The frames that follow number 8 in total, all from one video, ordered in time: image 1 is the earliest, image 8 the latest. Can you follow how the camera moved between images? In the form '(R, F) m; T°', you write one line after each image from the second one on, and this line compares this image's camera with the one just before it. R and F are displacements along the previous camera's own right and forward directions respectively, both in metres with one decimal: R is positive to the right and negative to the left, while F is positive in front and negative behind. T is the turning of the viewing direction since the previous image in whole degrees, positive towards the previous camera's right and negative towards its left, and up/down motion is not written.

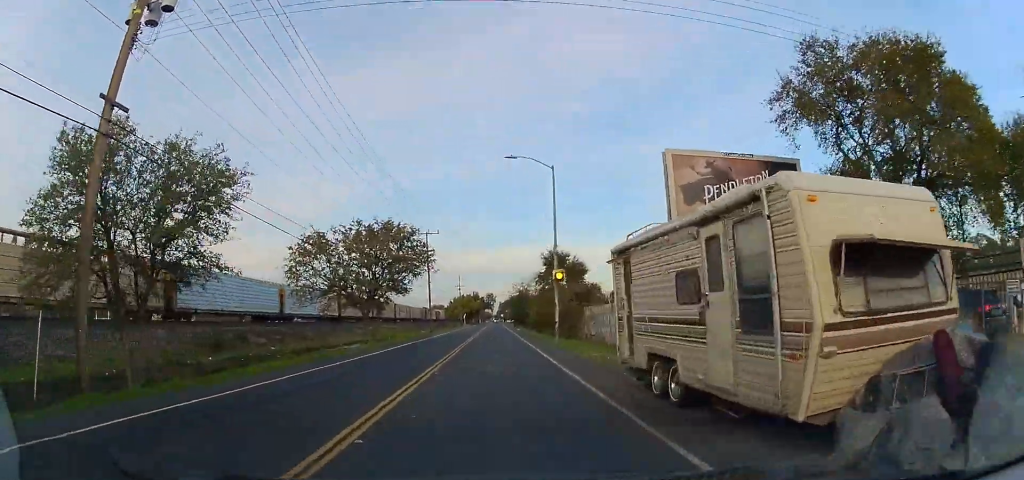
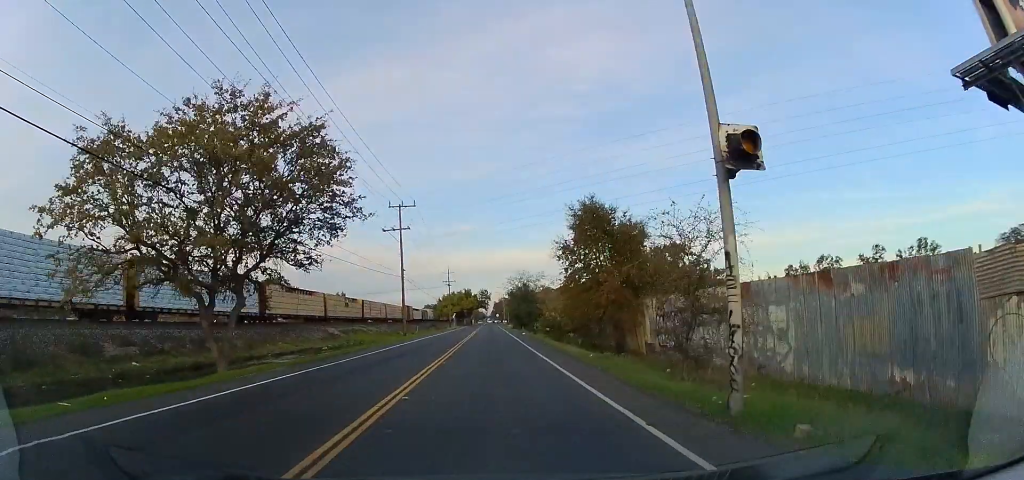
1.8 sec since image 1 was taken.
(0.0, +19.1) m; 0°
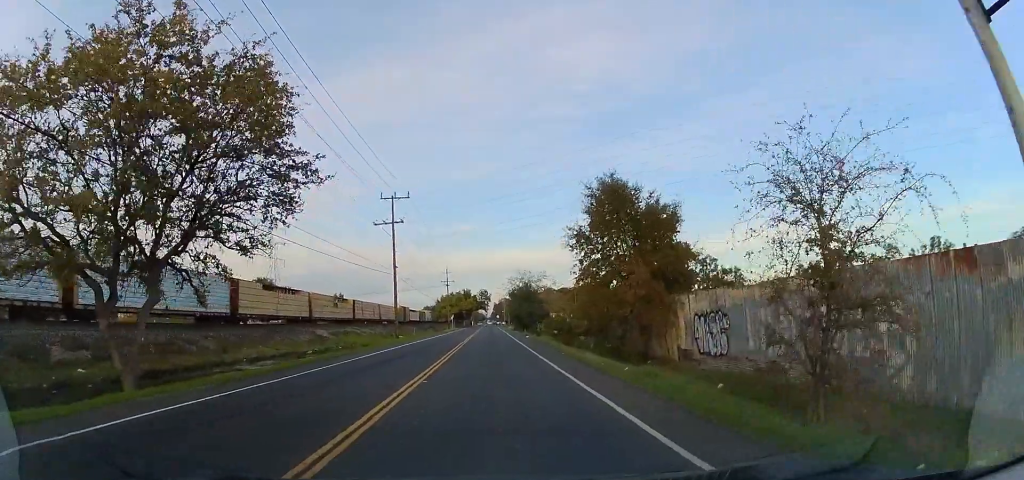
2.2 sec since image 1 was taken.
(+0.1, +4.7) m; -1°
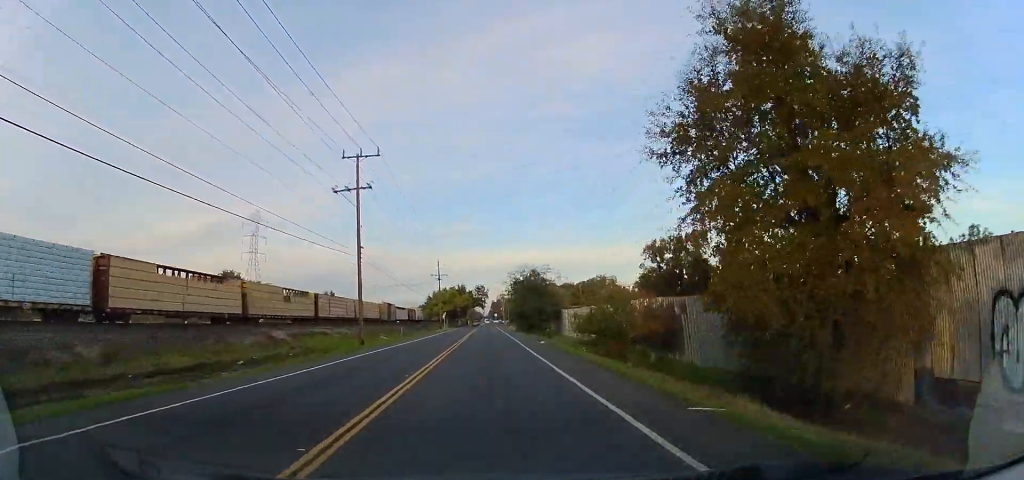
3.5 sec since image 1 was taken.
(-0.2, +13.6) m; 0°
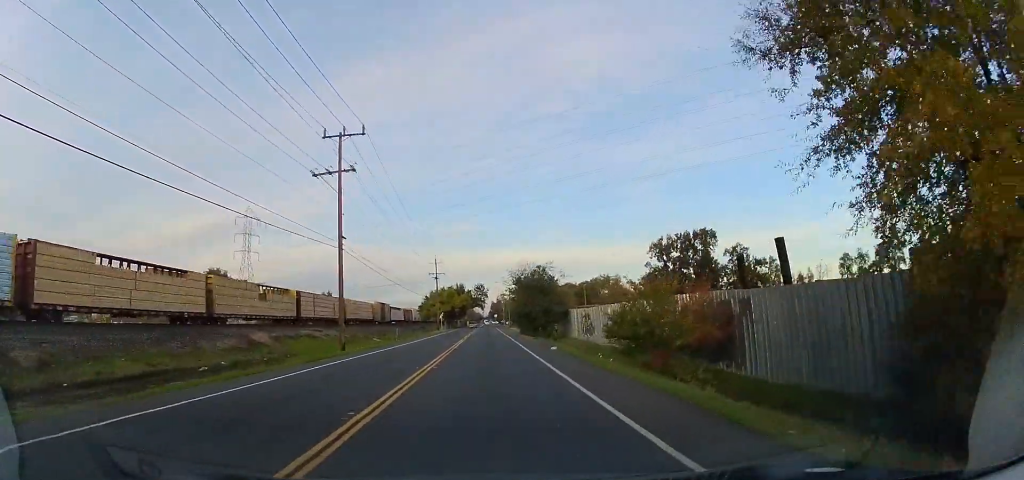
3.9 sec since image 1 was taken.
(-0.3, +5.0) m; +1°
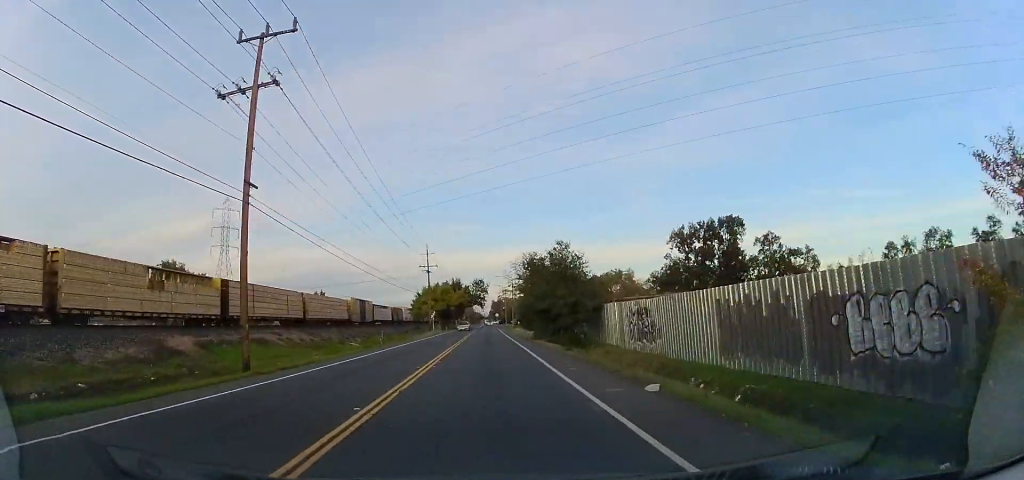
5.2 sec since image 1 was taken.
(+0.8, +14.1) m; +2°
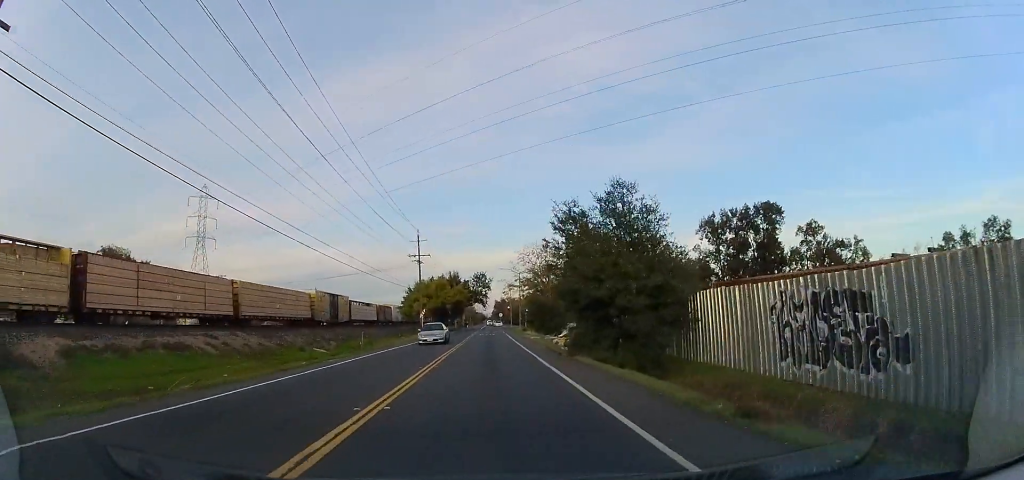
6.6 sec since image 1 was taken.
(0.0, +14.6) m; 0°
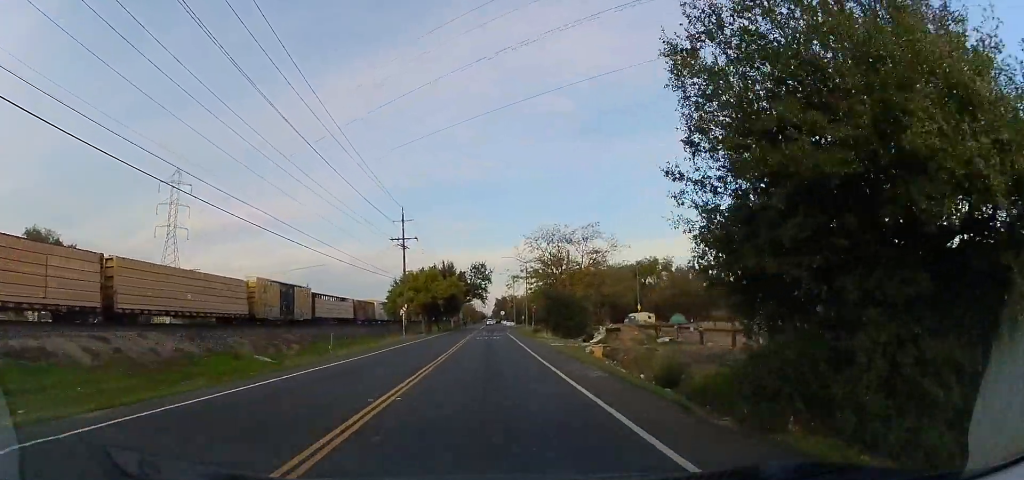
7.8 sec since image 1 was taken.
(-0.4, +13.8) m; 0°
